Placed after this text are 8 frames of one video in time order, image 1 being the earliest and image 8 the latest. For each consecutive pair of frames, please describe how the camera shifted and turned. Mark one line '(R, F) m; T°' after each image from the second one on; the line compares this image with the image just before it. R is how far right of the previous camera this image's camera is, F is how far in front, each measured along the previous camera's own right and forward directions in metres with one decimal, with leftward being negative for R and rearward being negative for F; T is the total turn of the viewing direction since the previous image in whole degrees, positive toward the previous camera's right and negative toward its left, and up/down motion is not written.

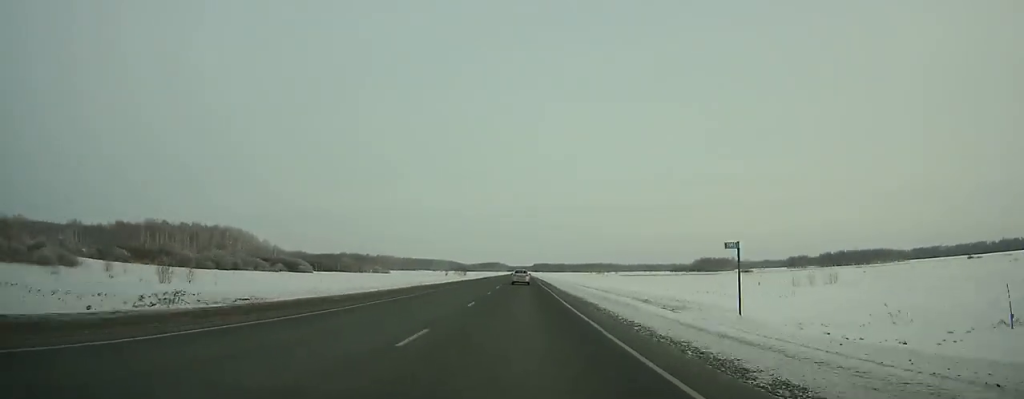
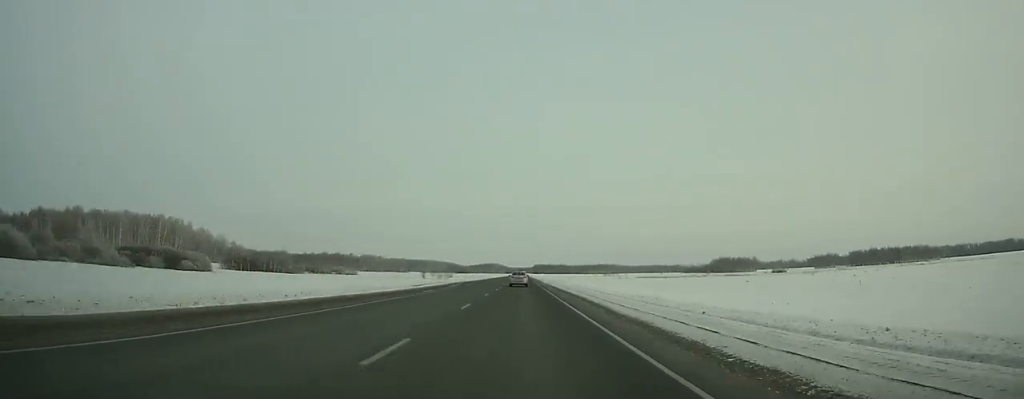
(0.0, +75.2) m; 0°
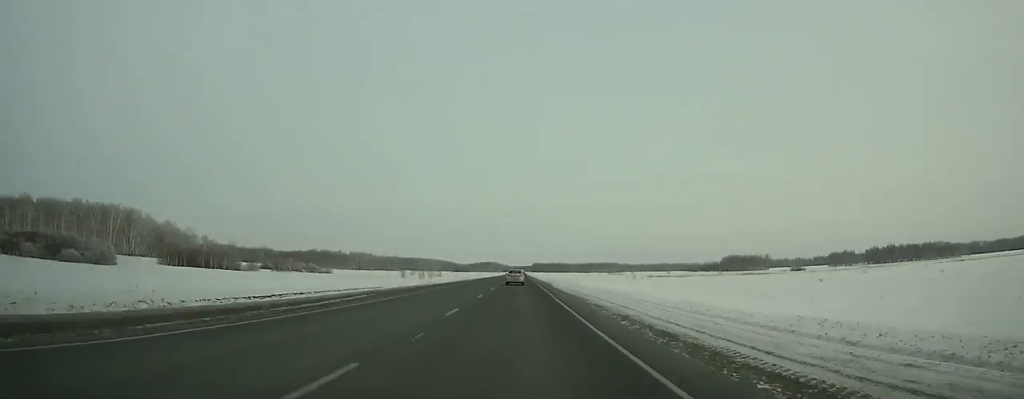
(0.0, +39.2) m; 0°
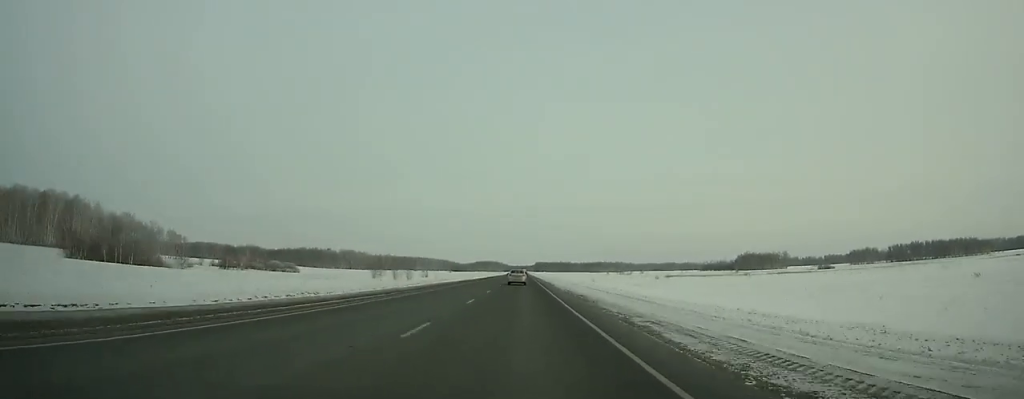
(0.0, +42.0) m; 0°
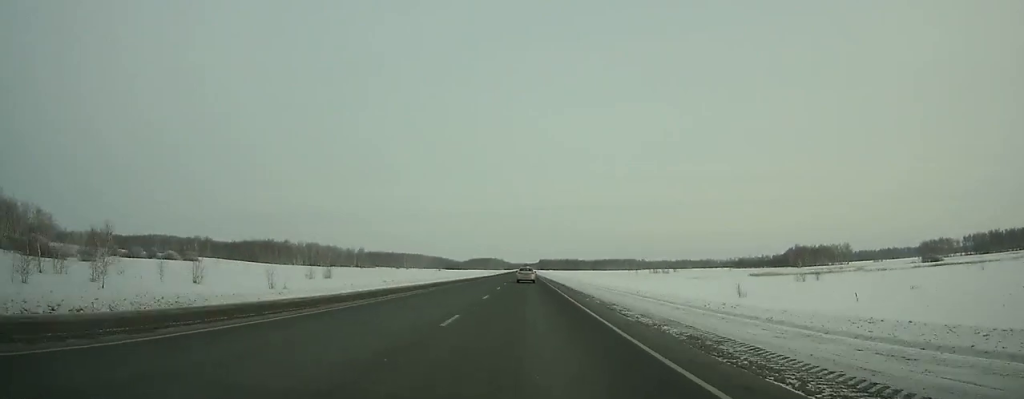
(-0.1, +118.3) m; 0°
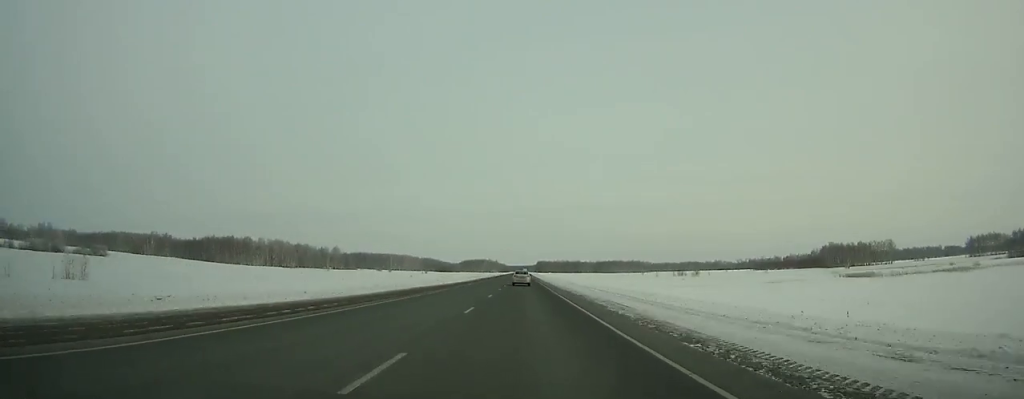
(0.0, +67.9) m; 0°
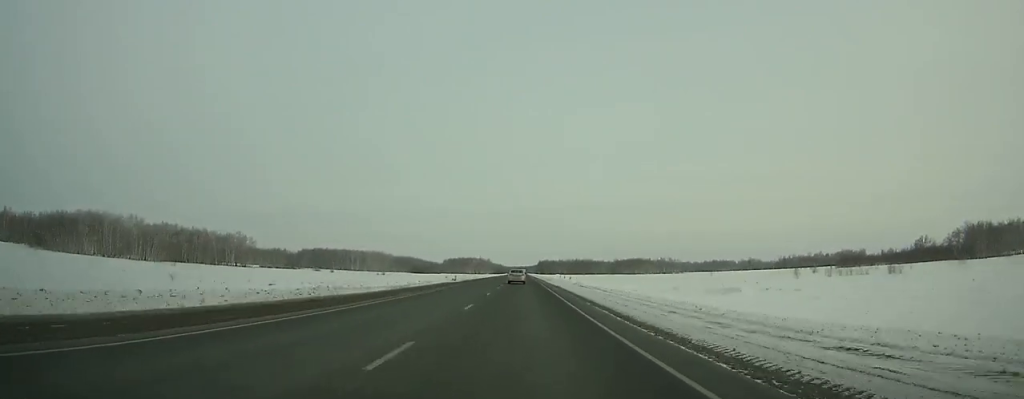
(+0.4, +168.5) m; 0°
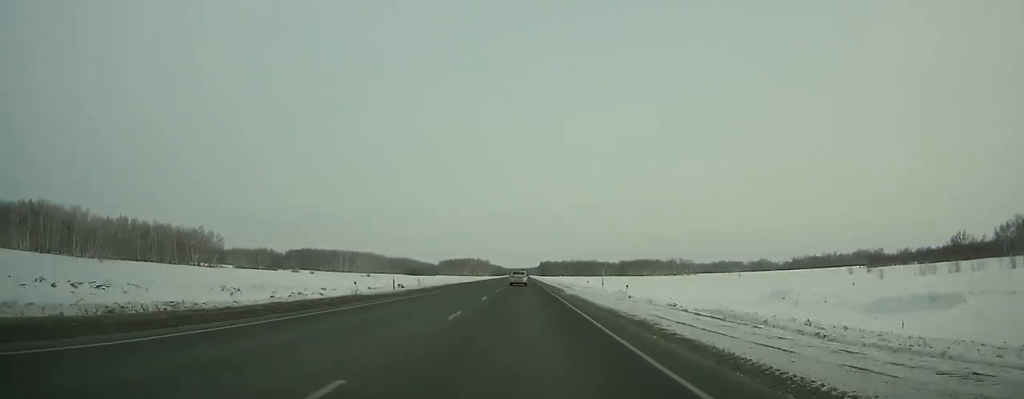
(0.0, +40.2) m; 0°
